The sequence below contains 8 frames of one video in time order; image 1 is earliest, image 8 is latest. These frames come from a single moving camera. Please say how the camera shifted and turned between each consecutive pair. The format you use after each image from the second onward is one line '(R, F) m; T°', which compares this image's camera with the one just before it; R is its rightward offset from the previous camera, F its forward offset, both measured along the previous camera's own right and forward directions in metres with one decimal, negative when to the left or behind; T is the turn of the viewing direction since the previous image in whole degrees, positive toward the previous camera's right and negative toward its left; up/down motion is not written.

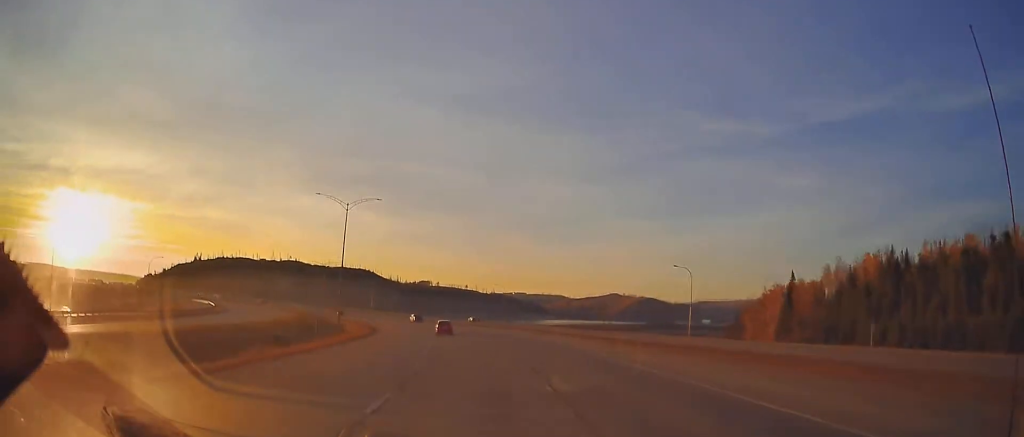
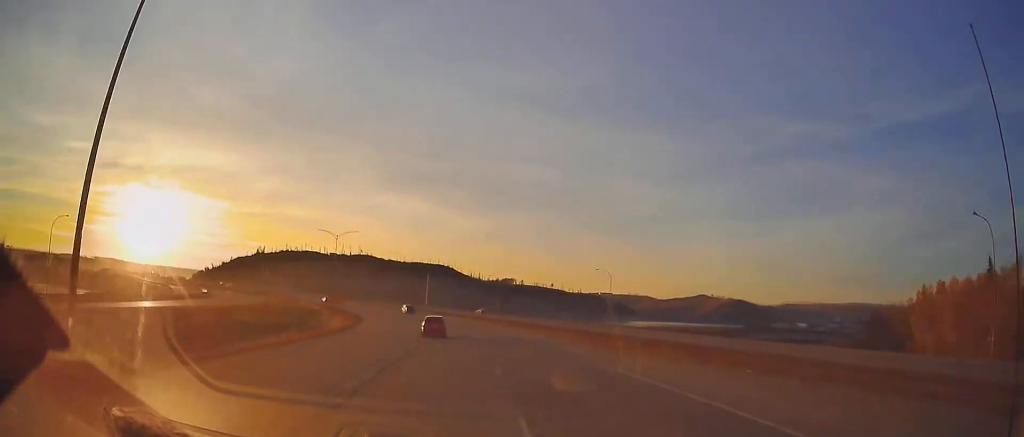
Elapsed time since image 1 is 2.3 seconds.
(-5.2, +59.5) m; -9°
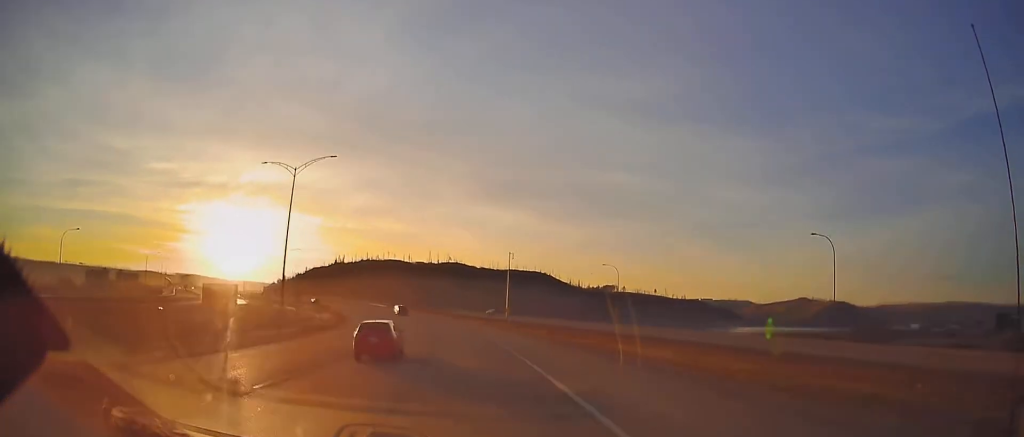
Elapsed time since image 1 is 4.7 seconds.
(-5.6, +61.4) m; -11°
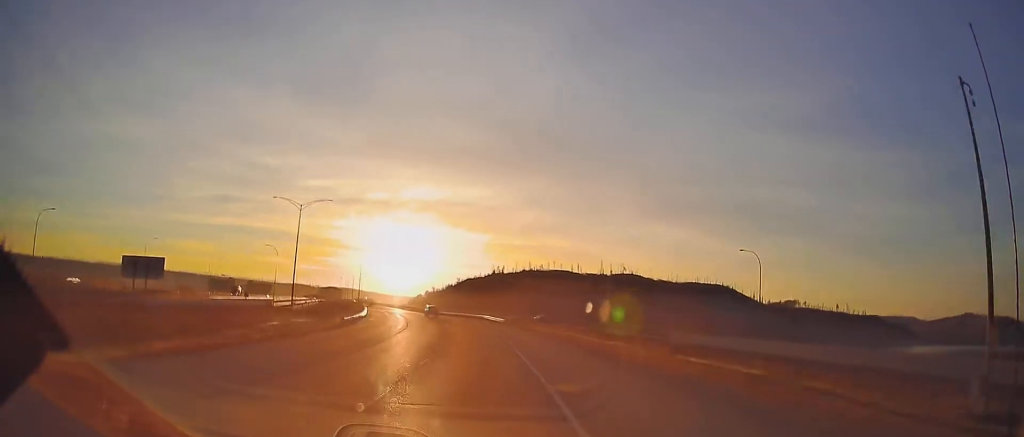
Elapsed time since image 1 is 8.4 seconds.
(-14.0, +92.9) m; -17°
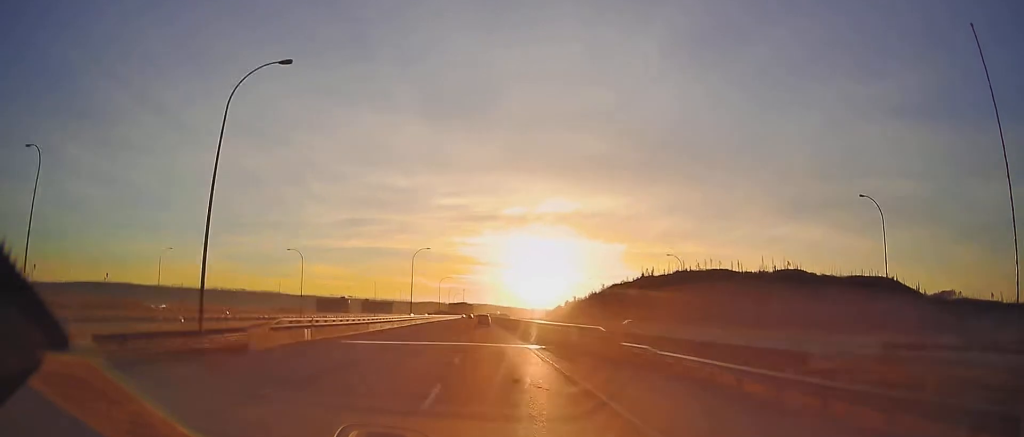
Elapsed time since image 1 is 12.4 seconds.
(-12.7, +99.5) m; -12°
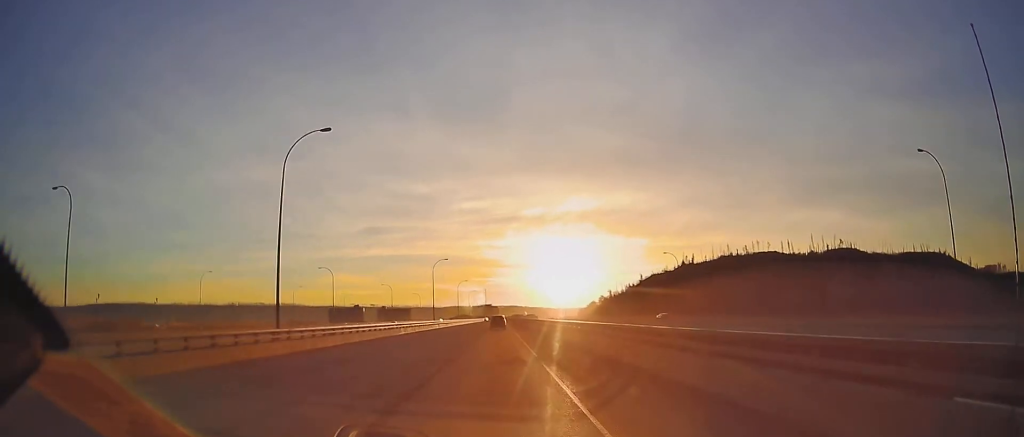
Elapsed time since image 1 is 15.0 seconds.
(-2.4, +64.6) m; -2°
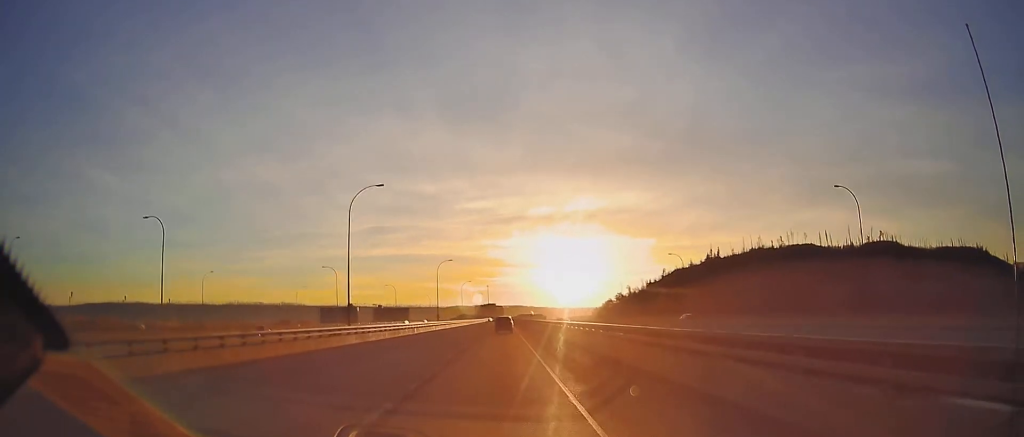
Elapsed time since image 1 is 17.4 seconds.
(-0.9, +58.9) m; -1°
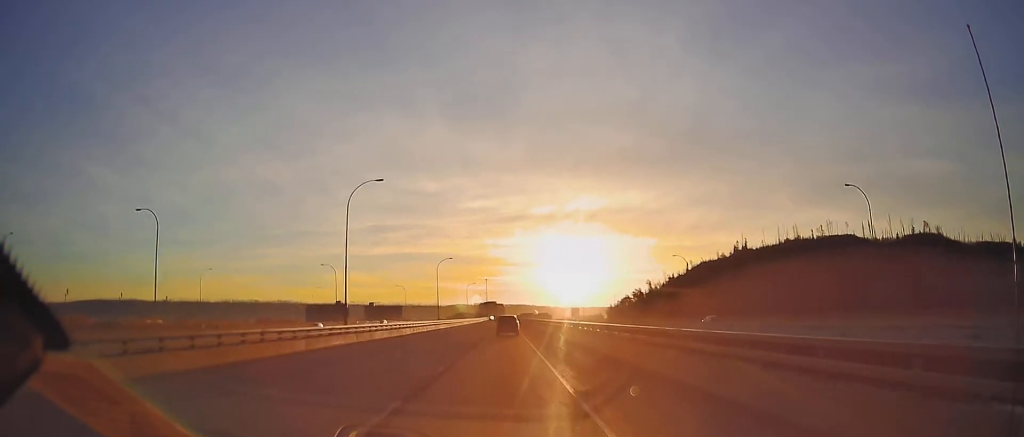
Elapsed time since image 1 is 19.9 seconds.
(-0.2, +60.1) m; 0°
